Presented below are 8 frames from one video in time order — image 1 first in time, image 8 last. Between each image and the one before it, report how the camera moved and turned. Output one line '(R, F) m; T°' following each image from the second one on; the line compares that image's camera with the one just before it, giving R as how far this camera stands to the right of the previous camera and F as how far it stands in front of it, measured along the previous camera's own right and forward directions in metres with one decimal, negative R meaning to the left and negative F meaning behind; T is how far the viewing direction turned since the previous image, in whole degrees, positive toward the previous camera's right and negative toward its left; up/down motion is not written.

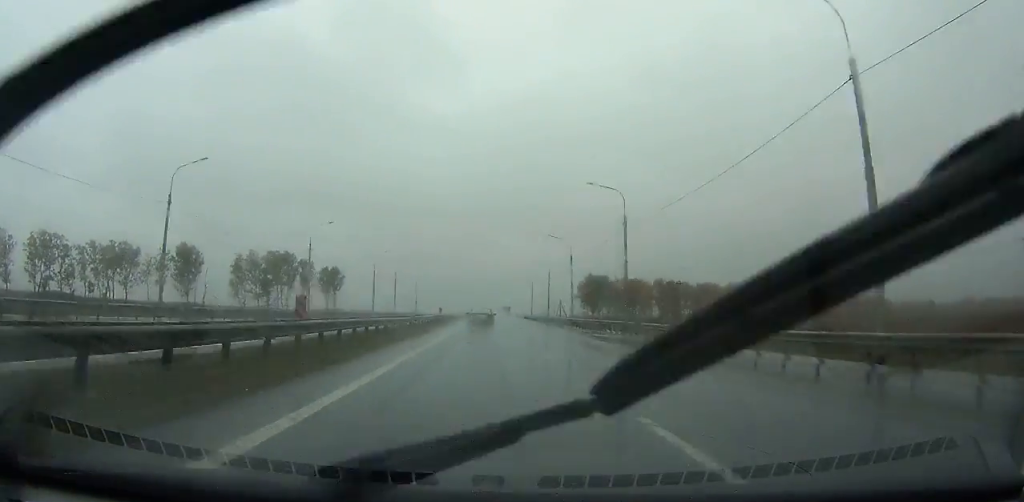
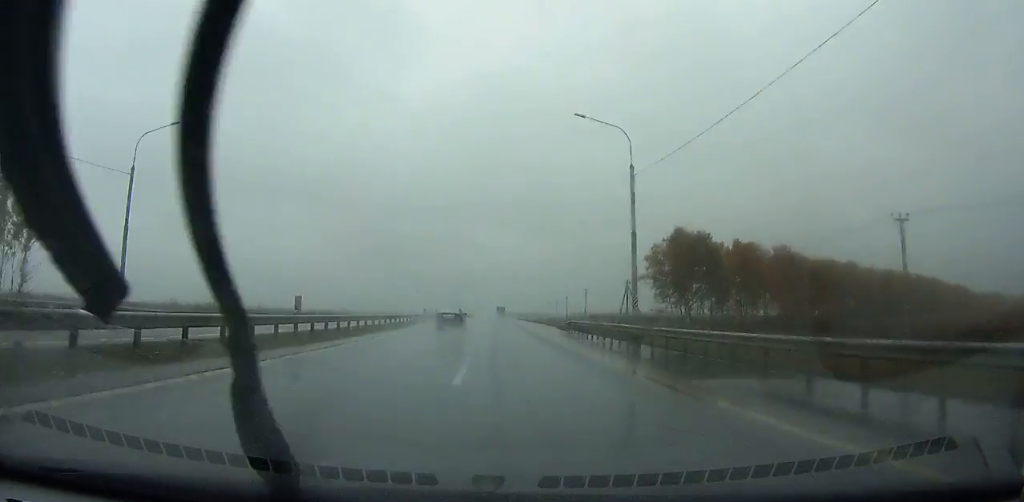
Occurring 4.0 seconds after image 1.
(+1.3, +111.8) m; +1°
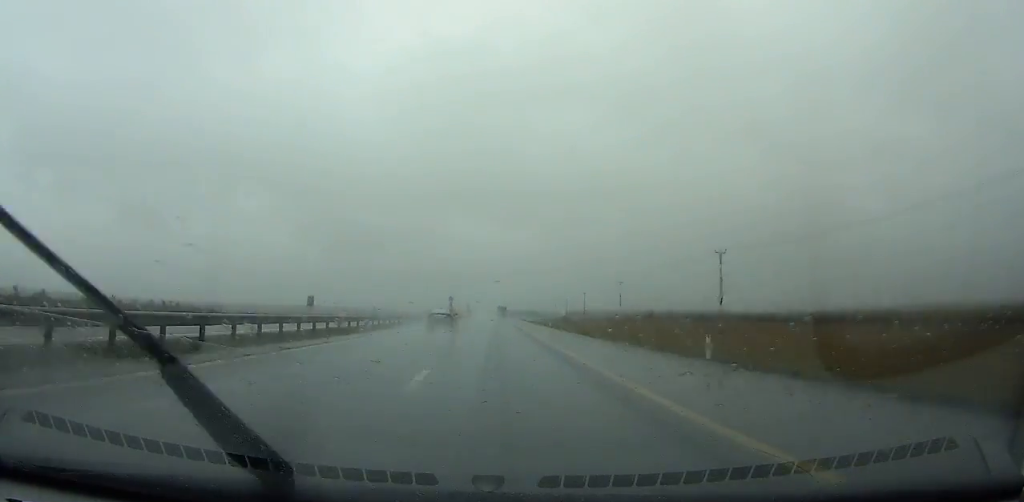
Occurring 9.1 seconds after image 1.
(+0.3, +142.7) m; +1°
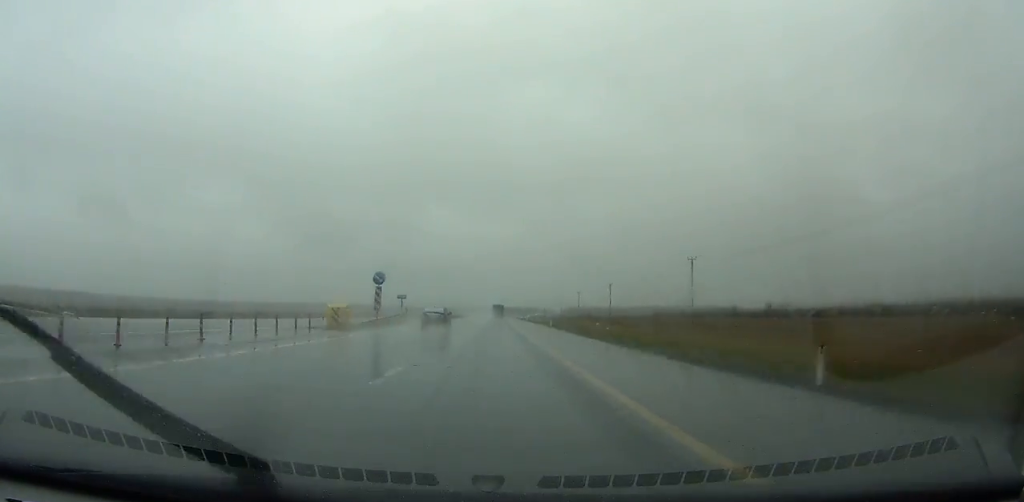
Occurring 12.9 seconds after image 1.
(+0.8, +107.3) m; +1°
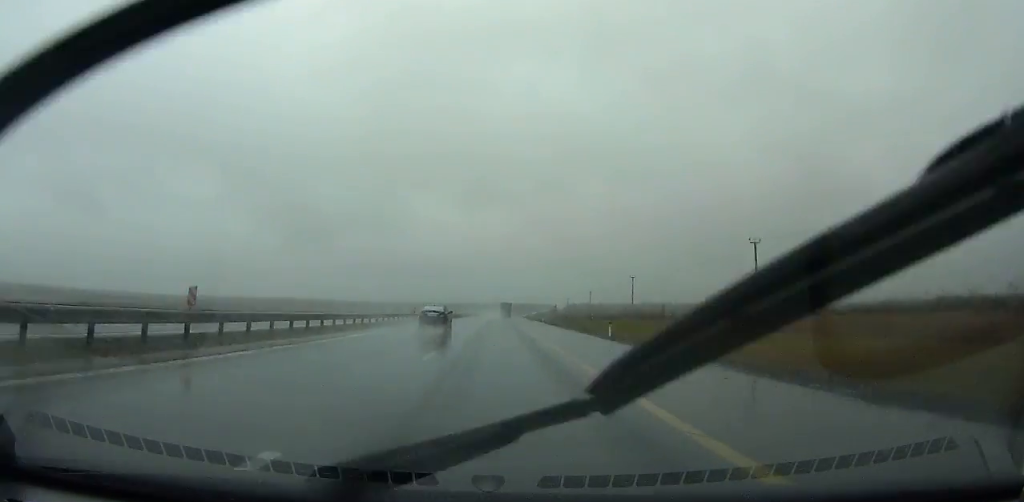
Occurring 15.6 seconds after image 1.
(-0.1, +76.9) m; 0°
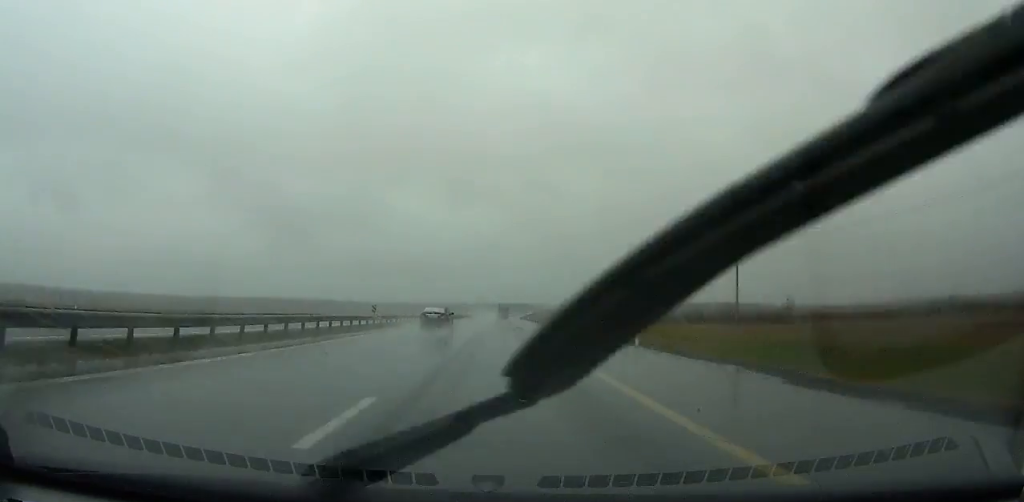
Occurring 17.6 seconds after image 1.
(+0.3, +57.4) m; +1°
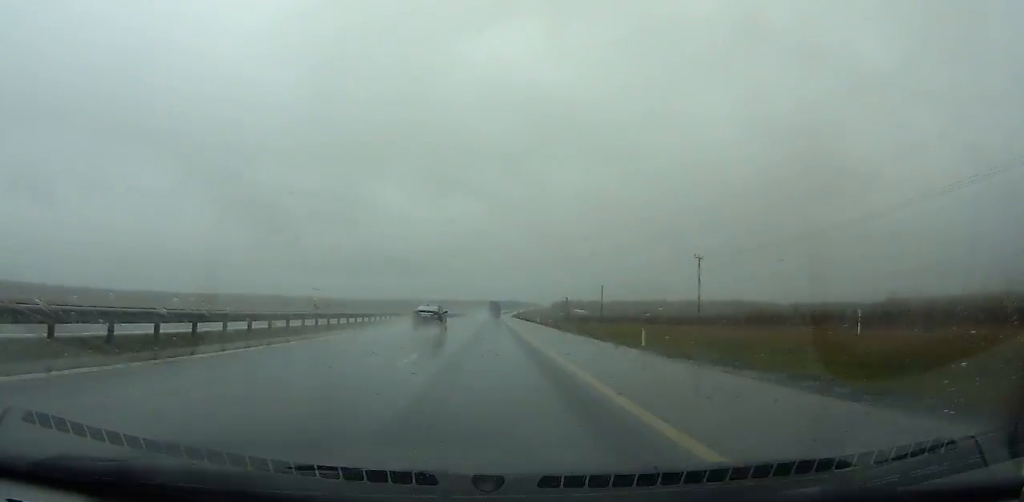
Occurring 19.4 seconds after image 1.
(+0.2, +51.9) m; 0°
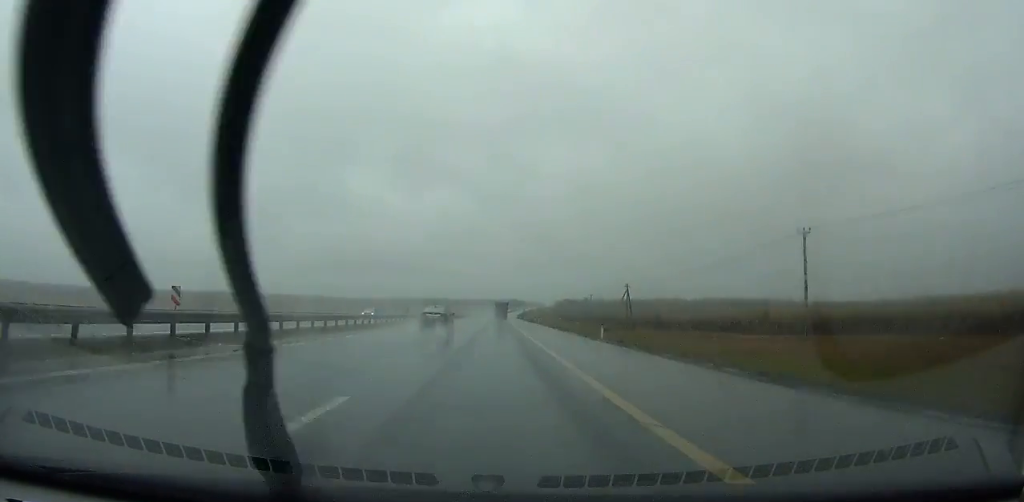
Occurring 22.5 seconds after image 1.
(+0.5, +89.9) m; +1°
